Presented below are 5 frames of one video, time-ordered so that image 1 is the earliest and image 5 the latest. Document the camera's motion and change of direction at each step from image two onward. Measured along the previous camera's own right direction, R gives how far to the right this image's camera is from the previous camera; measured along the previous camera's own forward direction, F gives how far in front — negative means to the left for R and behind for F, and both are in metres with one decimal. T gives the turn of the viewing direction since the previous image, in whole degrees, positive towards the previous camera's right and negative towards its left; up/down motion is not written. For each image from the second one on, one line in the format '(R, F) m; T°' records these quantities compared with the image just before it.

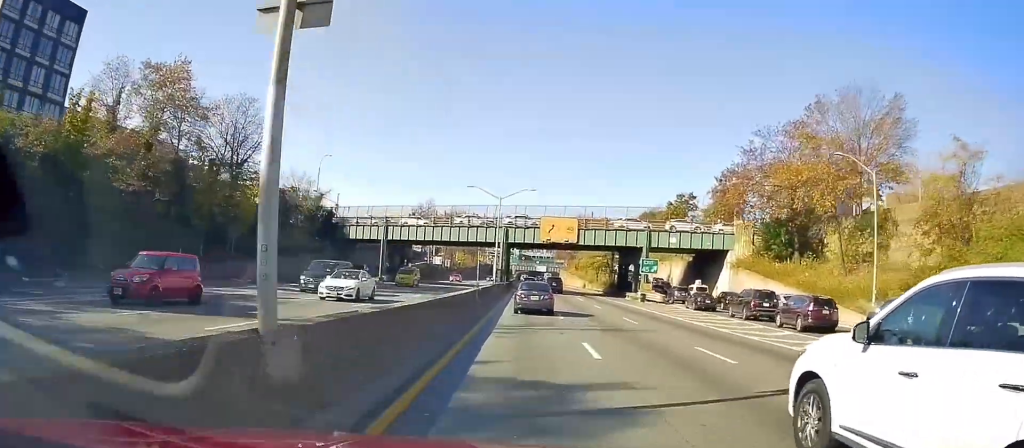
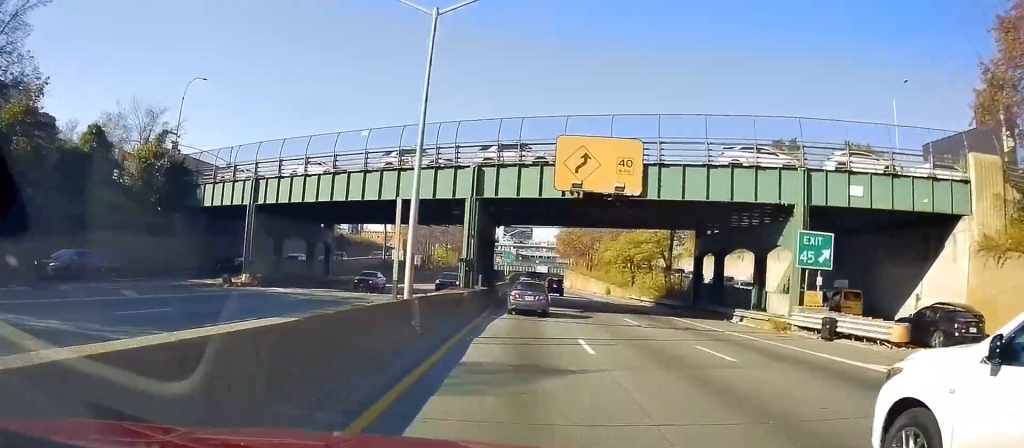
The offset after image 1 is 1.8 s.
(+0.3, +35.8) m; 0°
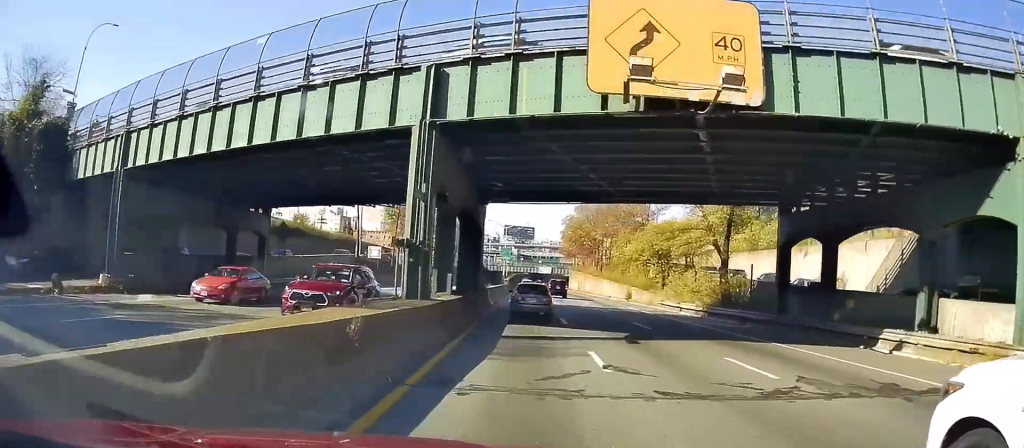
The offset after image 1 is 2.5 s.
(0.0, +14.2) m; +1°
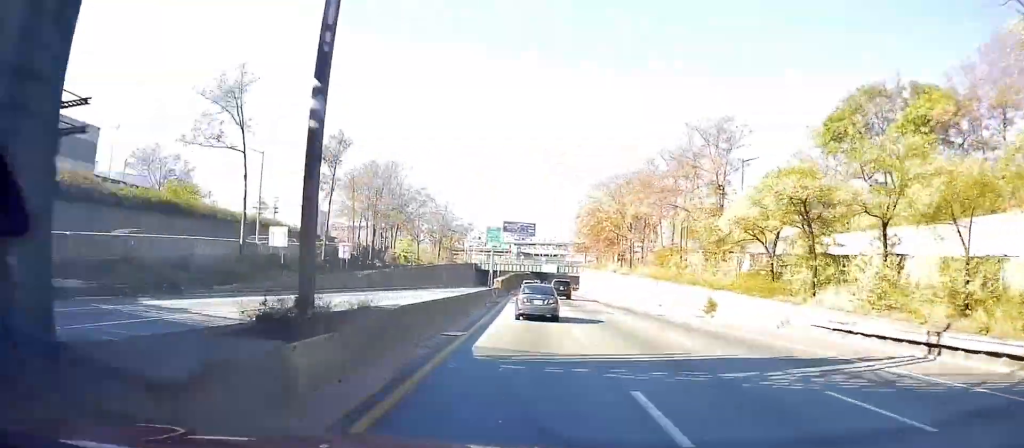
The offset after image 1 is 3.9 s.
(+0.6, +29.1) m; 0°
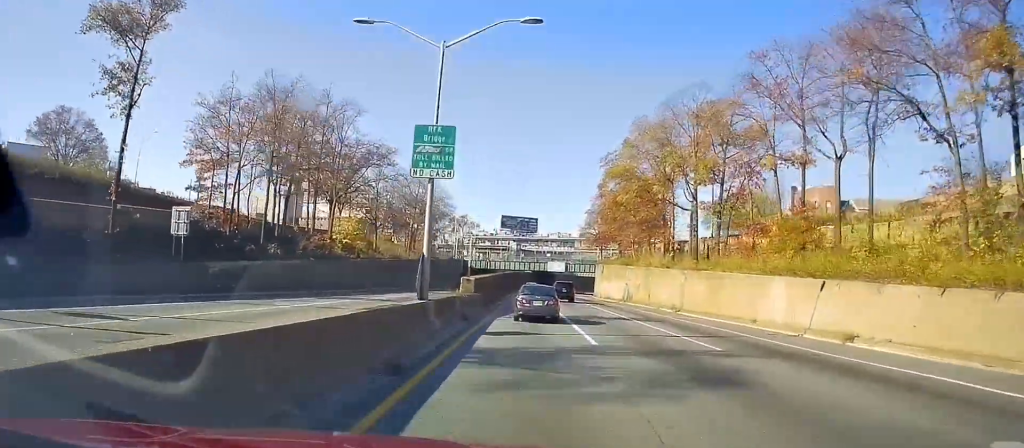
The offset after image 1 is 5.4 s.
(-0.5, +30.8) m; +1°
